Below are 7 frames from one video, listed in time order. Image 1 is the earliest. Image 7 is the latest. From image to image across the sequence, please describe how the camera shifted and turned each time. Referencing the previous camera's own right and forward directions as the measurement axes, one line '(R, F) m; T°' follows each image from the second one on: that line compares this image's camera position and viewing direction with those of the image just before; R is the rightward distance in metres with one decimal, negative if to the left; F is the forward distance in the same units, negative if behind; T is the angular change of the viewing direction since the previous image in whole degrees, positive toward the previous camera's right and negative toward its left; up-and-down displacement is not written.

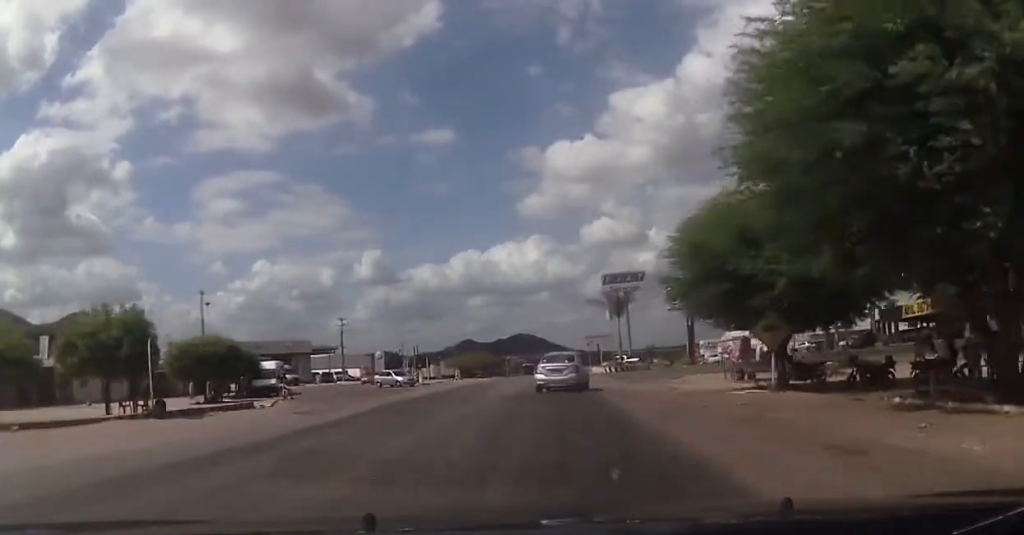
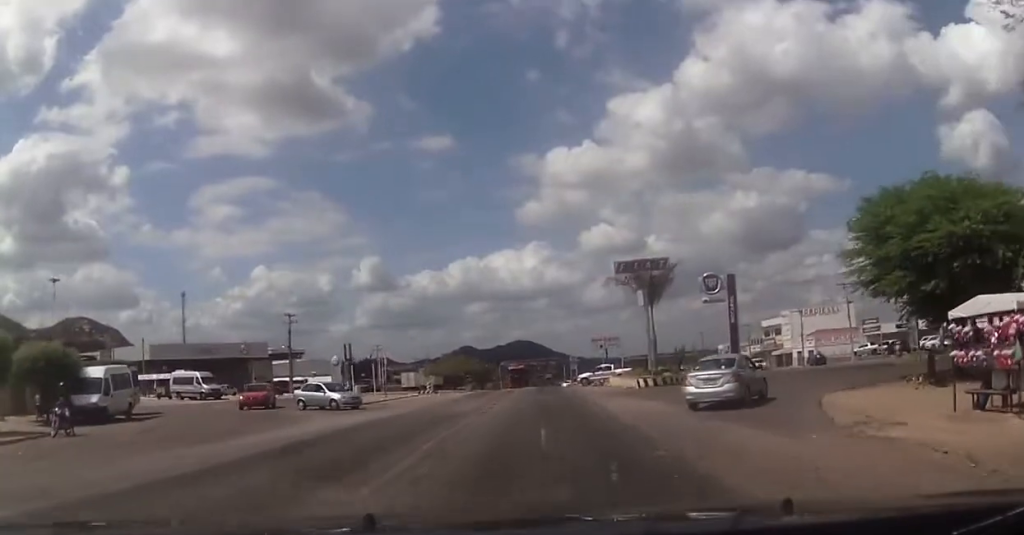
(+0.8, +30.1) m; +1°
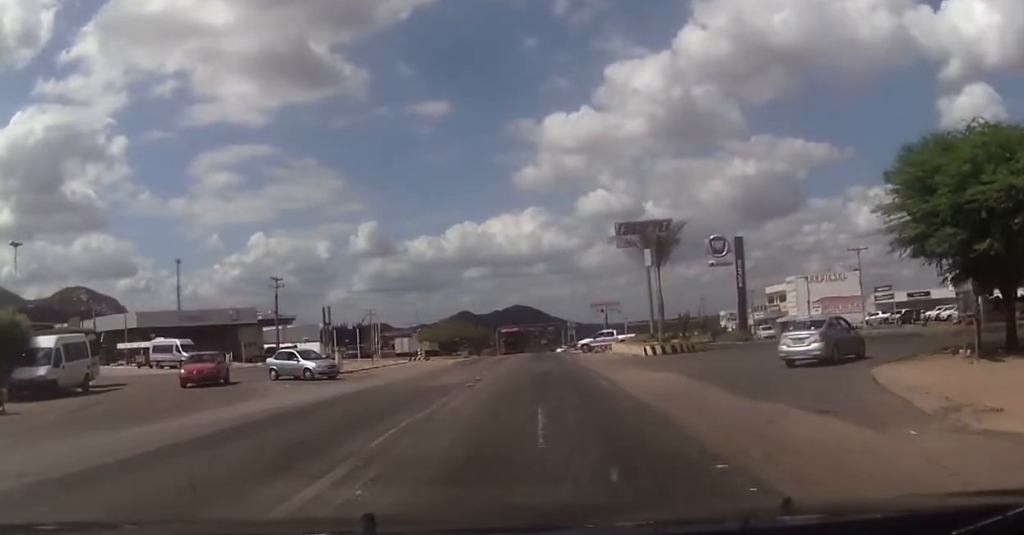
(-0.2, +6.7) m; +1°
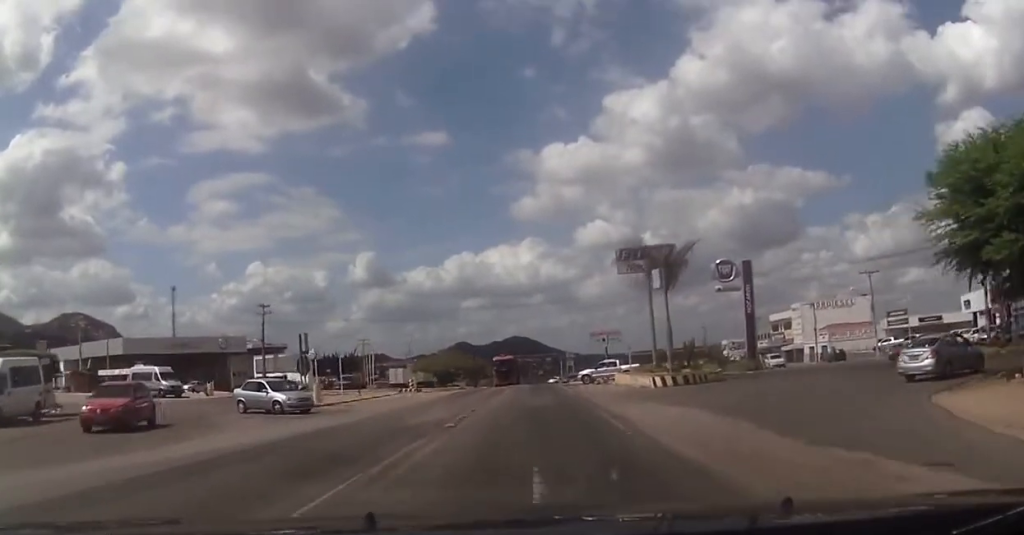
(+0.3, +4.5) m; +1°
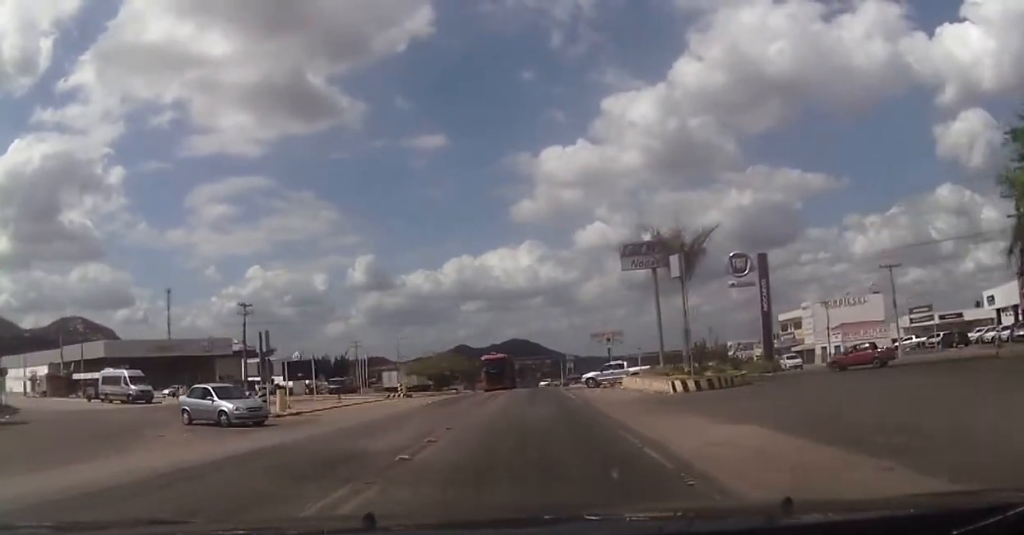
(-0.2, +3.9) m; -1°
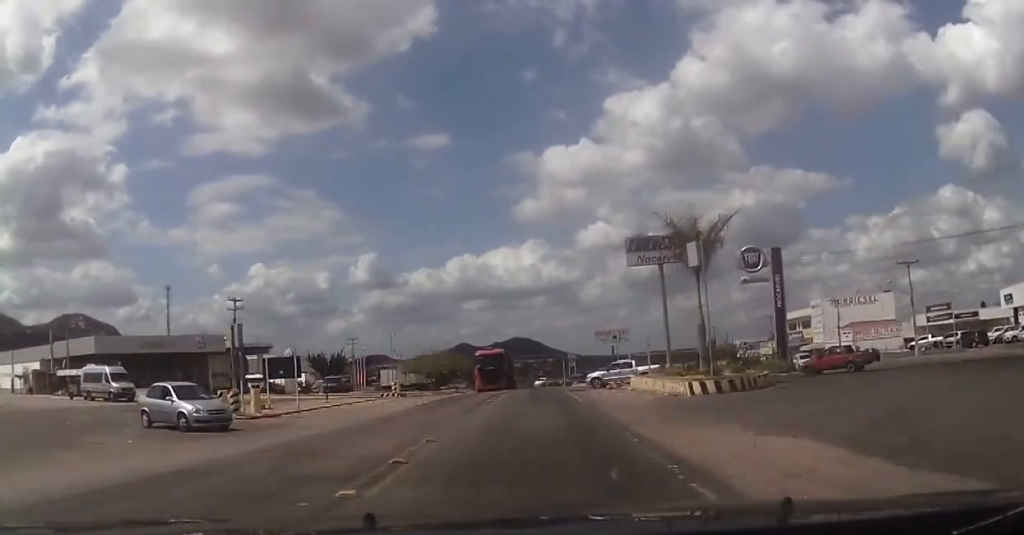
(0.0, +2.0) m; +2°
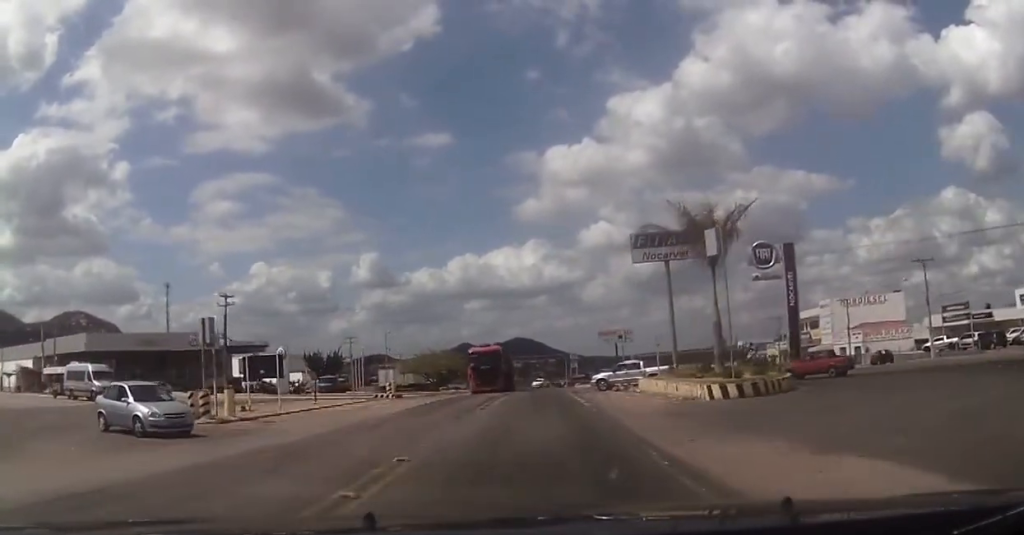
(0.0, +1.8) m; 0°
